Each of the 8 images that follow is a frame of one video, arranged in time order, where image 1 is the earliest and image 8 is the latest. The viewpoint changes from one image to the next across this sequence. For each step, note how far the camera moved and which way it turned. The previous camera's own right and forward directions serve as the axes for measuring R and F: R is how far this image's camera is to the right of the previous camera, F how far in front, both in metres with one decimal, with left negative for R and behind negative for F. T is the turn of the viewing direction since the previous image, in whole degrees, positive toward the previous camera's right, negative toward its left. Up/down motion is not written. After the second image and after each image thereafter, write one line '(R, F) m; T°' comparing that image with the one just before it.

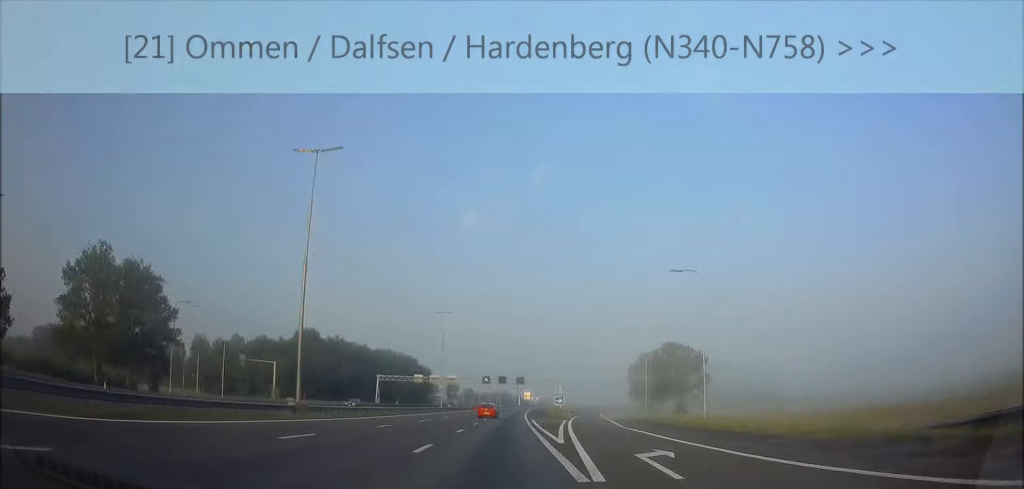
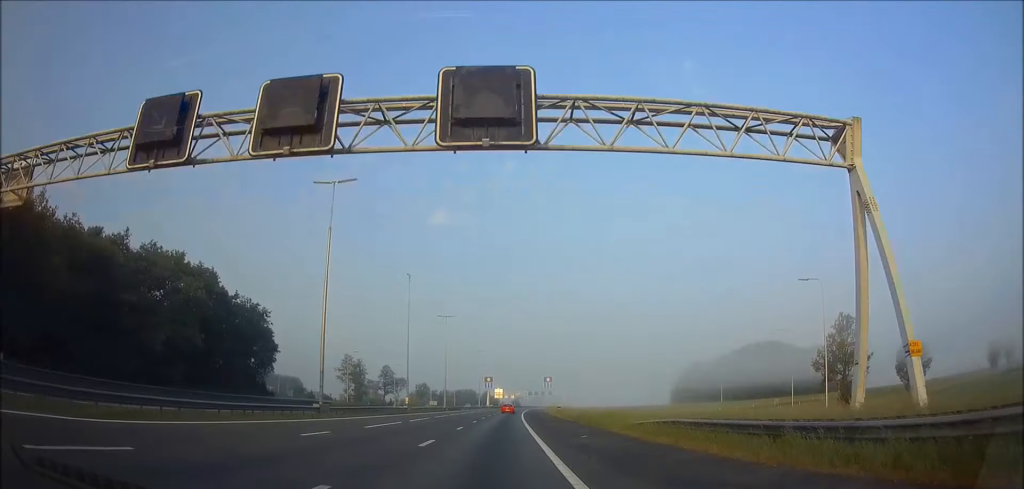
(+3.1, +118.0) m; +3°
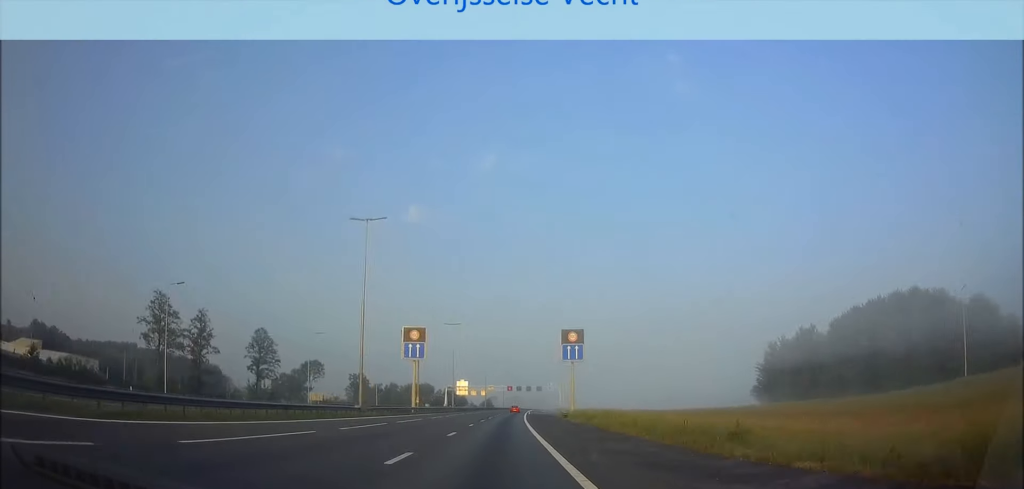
(+2.4, +113.4) m; +2°
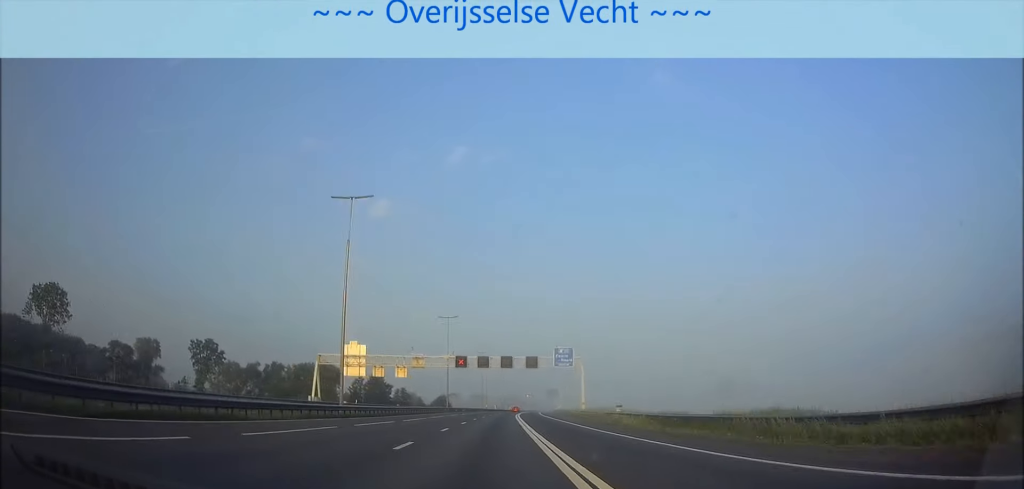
(+3.3, +128.6) m; +3°
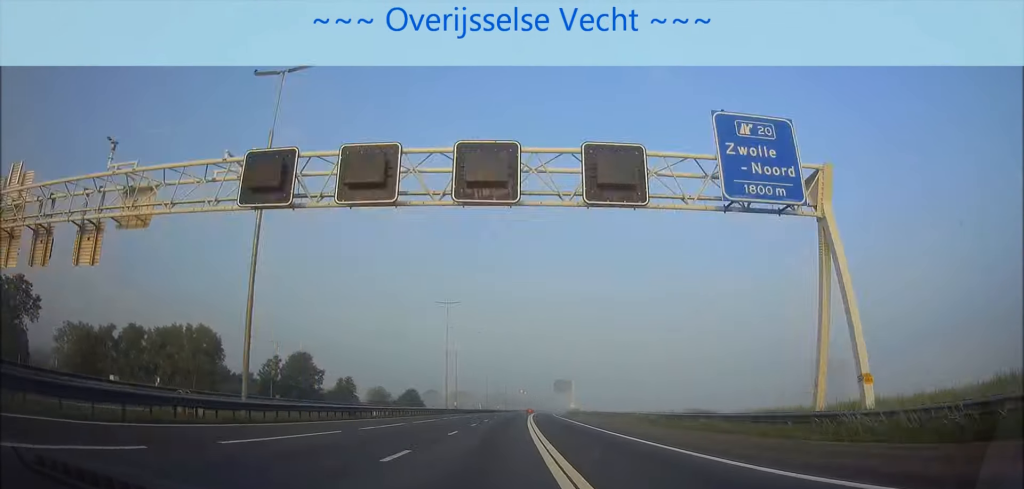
(+0.5, +74.0) m; +2°
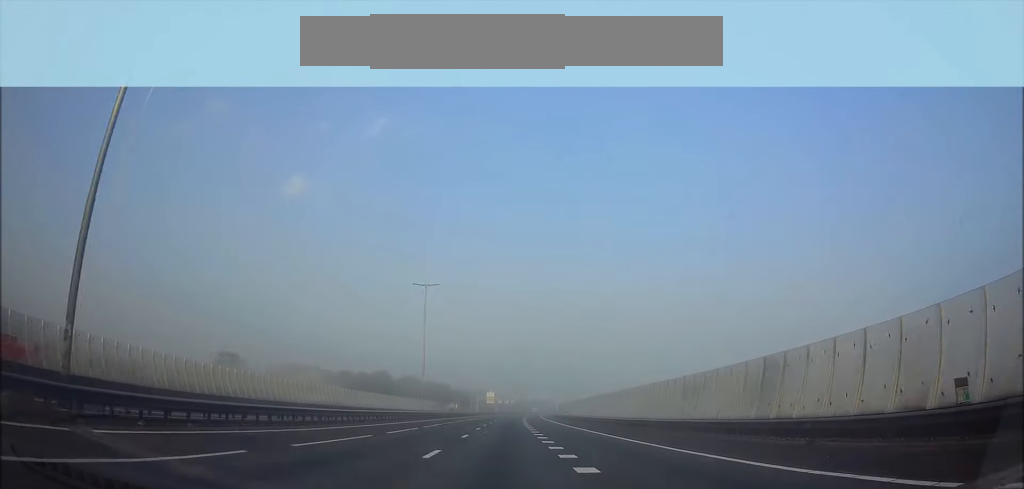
(+15.7, +259.7) m; +7°
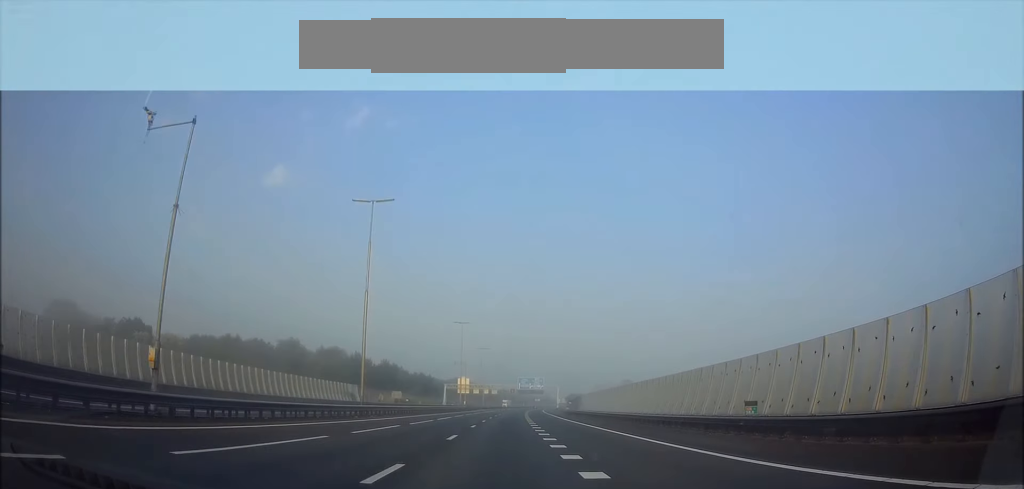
(+1.4, +89.3) m; +2°
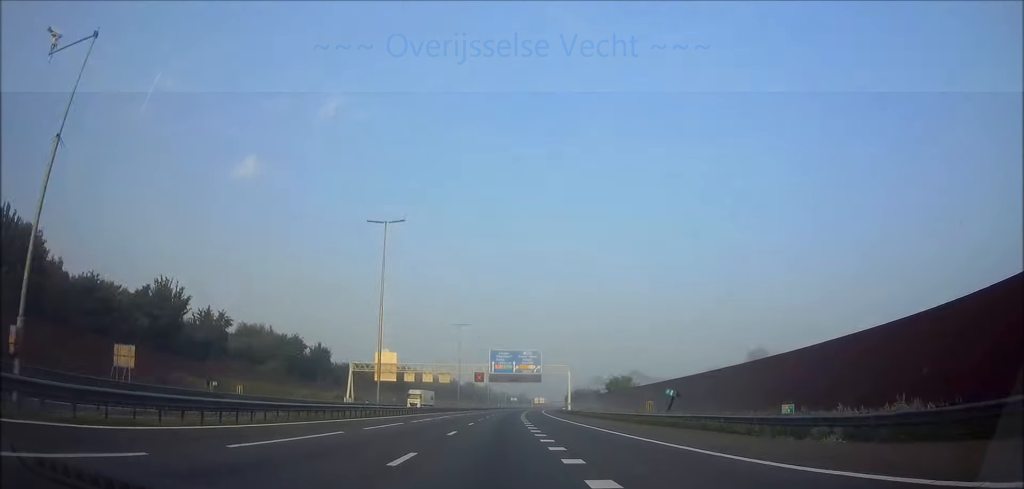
(+2.2, +104.9) m; +2°
